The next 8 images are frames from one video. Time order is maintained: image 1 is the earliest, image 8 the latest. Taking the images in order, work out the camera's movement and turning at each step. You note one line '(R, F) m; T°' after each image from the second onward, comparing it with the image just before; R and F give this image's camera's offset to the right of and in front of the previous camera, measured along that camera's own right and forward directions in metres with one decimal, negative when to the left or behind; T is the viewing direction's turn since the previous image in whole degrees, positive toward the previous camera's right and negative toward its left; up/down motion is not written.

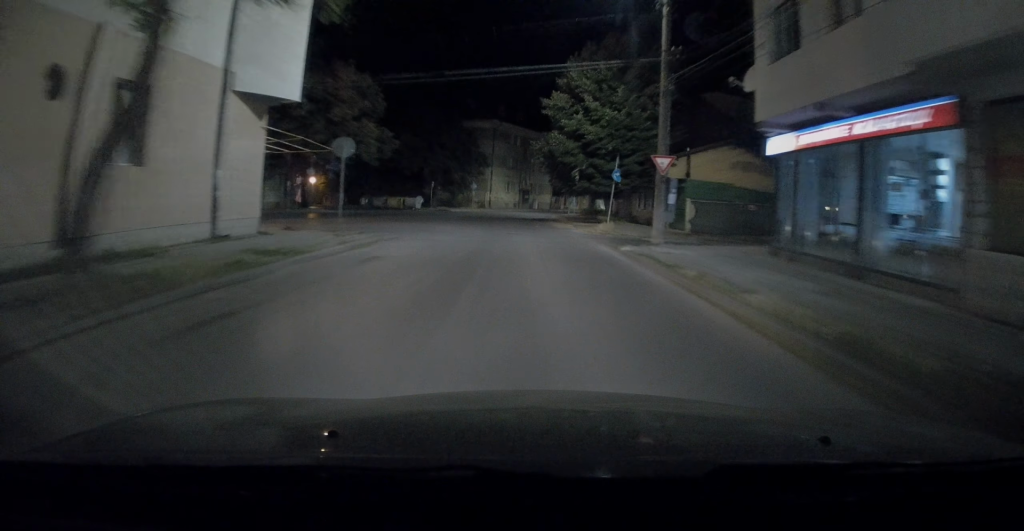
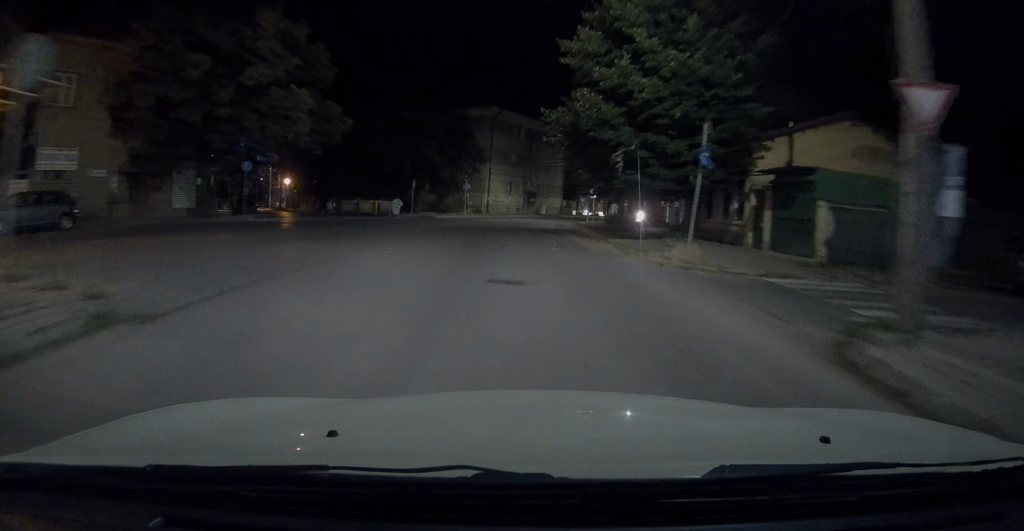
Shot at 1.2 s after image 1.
(+0.5, +12.2) m; +2°
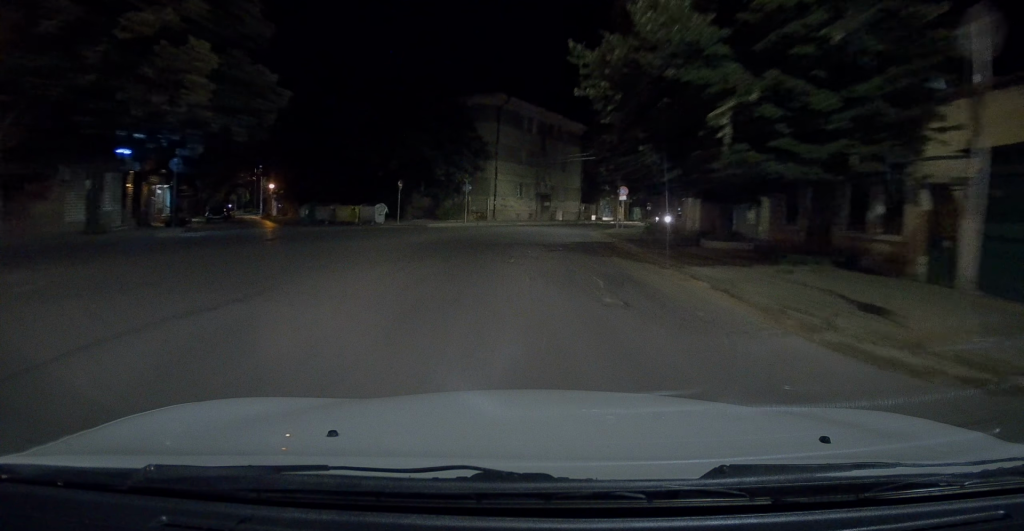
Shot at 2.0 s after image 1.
(-0.2, +8.6) m; -2°
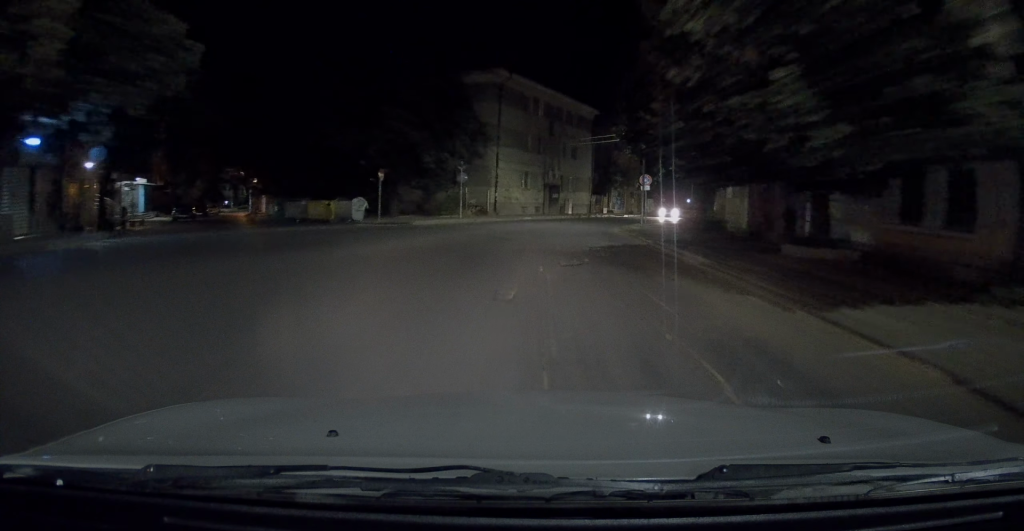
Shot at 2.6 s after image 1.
(-0.1, +5.8) m; 0°
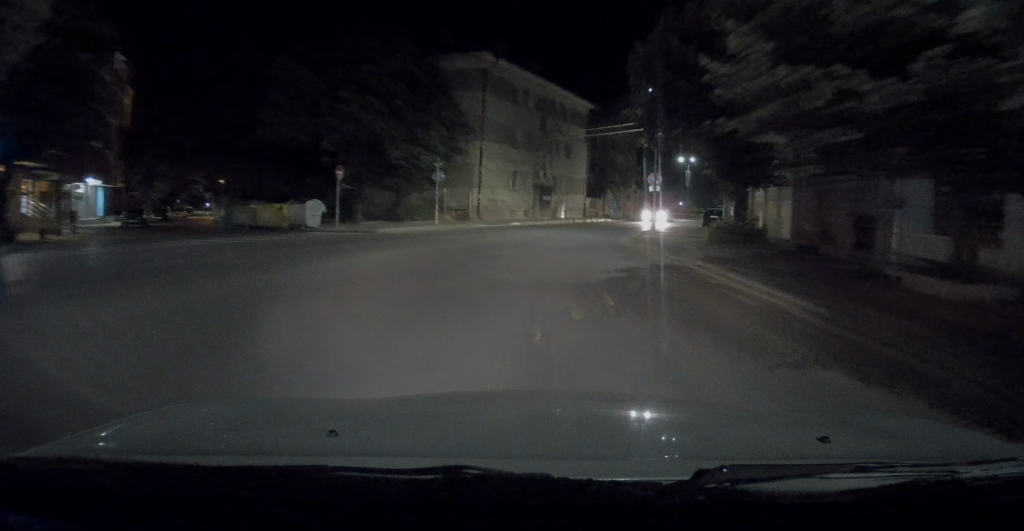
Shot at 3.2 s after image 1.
(-0.1, +5.1) m; +1°
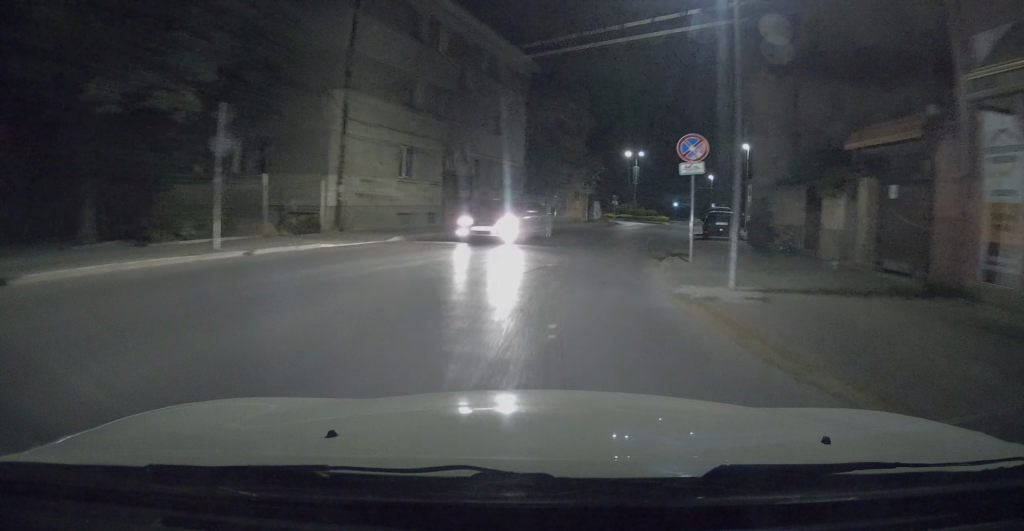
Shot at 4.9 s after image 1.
(+0.8, +15.6) m; +4°
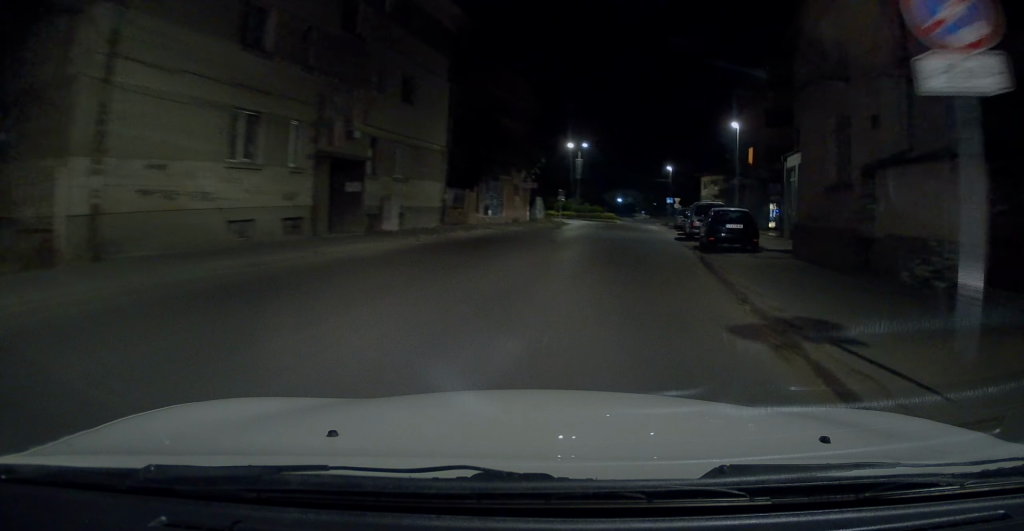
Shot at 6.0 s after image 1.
(0.0, +9.8) m; +3°
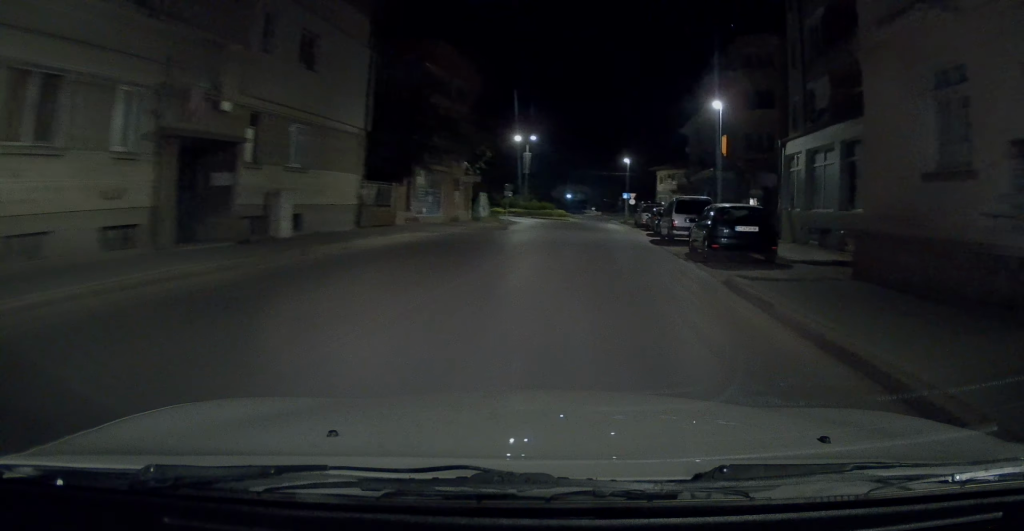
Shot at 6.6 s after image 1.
(+0.1, +5.6) m; +4°
